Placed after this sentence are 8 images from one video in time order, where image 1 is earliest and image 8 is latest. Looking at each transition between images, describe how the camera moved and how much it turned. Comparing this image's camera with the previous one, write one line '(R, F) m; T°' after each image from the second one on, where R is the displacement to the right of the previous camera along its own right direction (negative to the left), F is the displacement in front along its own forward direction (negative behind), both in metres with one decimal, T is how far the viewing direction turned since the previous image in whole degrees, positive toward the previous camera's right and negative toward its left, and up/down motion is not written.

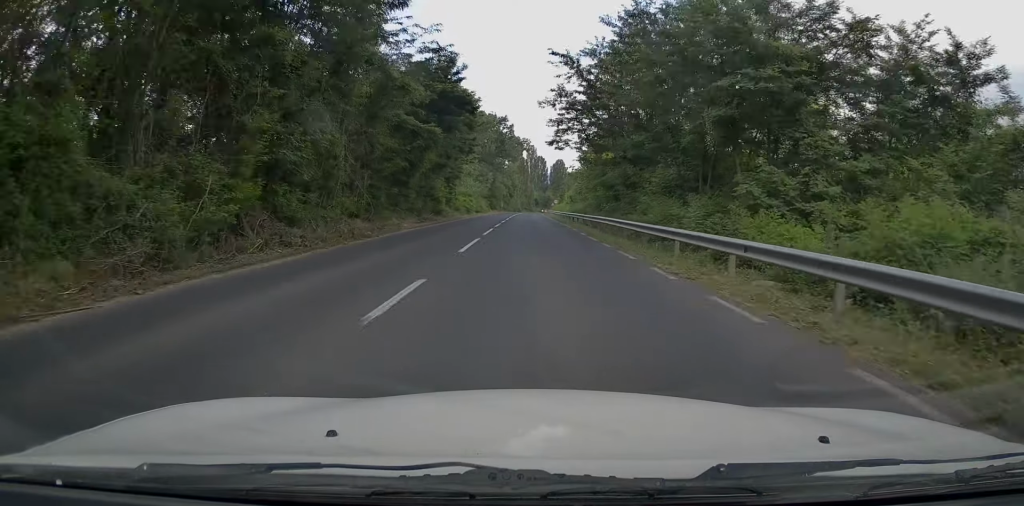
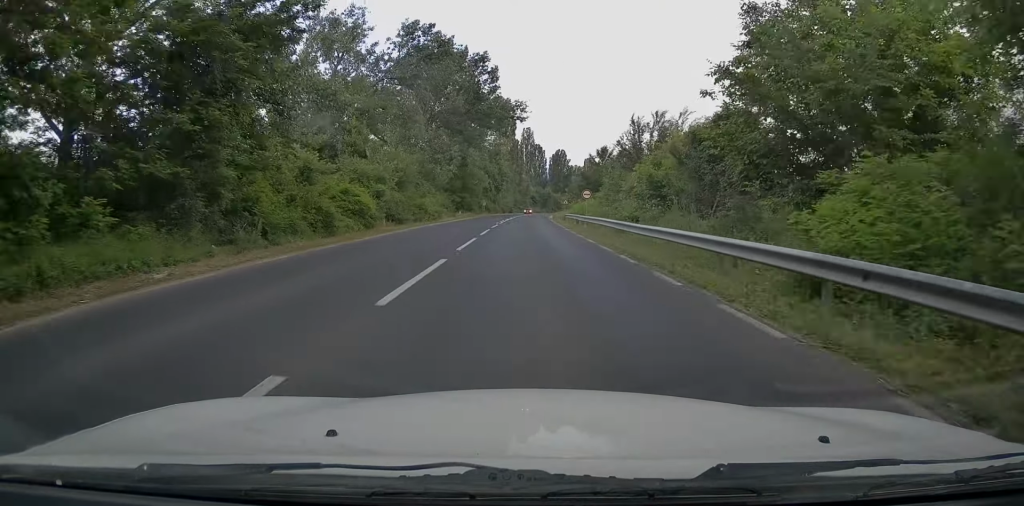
(+0.4, +52.2) m; +1°
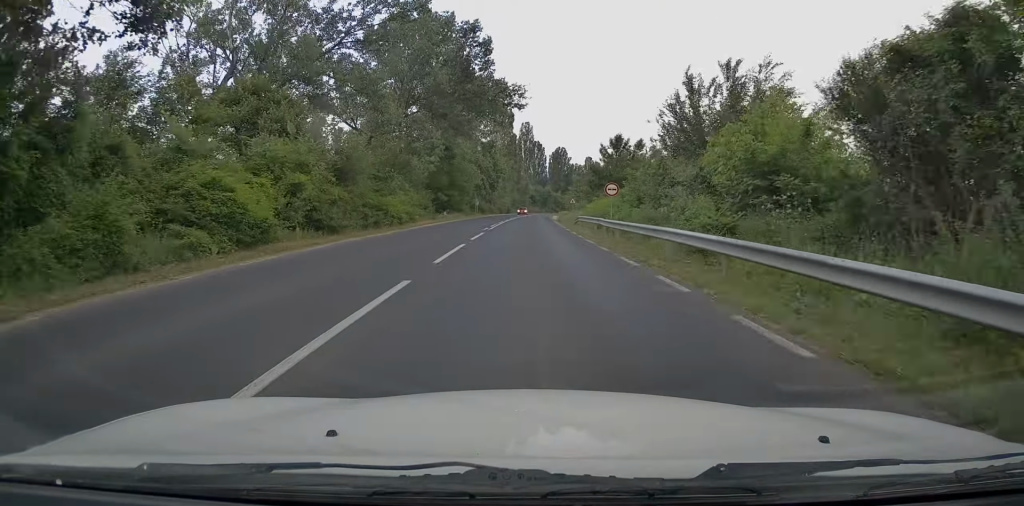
(+0.1, +12.6) m; 0°
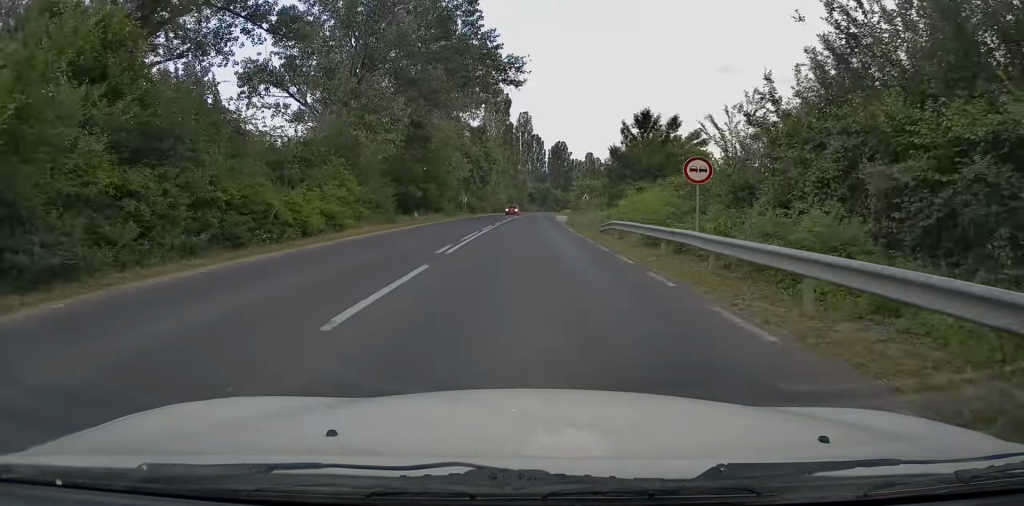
(0.0, +15.2) m; 0°
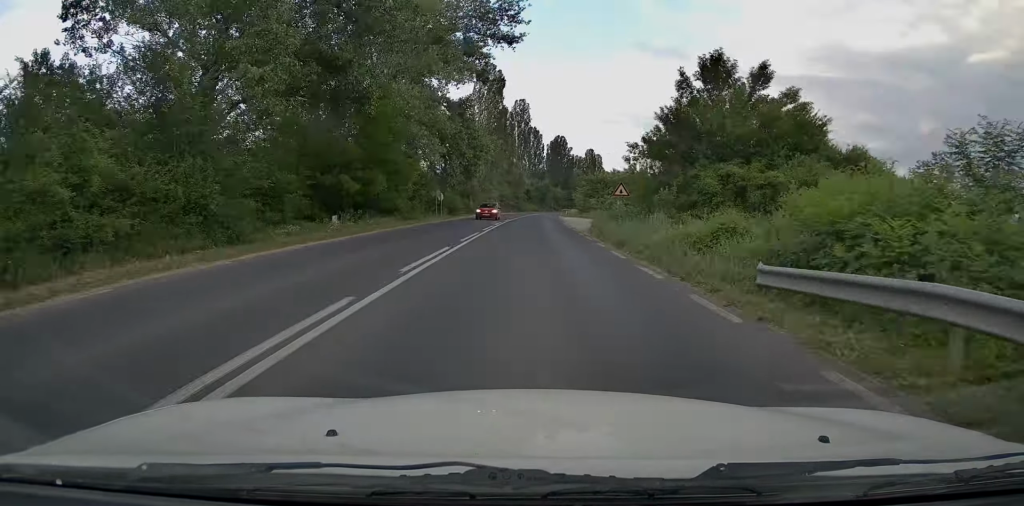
(0.0, +18.7) m; 0°
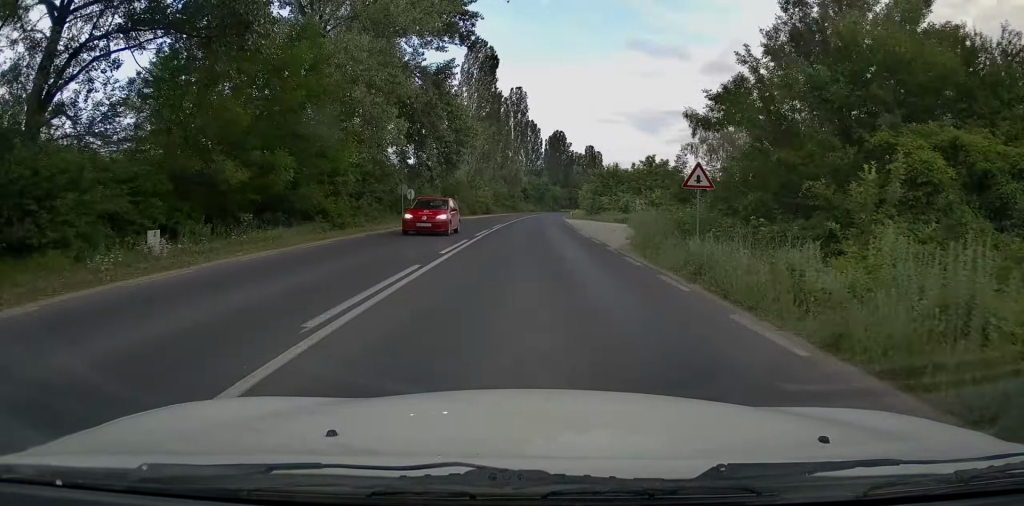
(0.0, +13.4) m; 0°
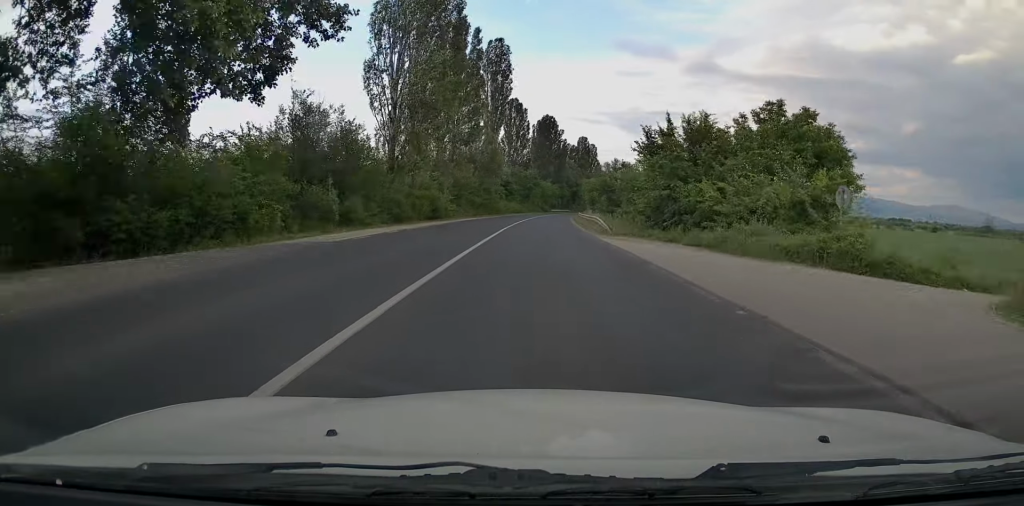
(+0.1, +37.2) m; +1°
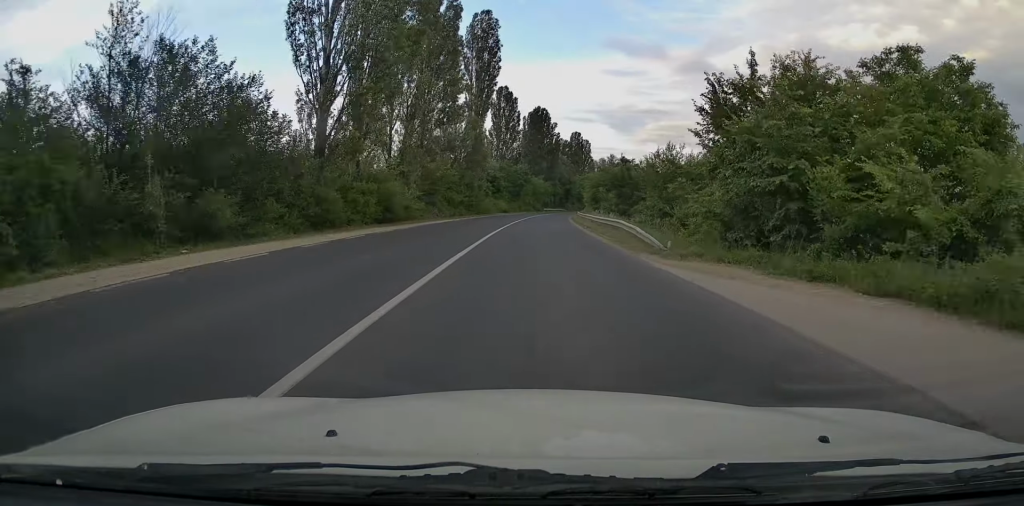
(-0.2, +12.4) m; +1°
